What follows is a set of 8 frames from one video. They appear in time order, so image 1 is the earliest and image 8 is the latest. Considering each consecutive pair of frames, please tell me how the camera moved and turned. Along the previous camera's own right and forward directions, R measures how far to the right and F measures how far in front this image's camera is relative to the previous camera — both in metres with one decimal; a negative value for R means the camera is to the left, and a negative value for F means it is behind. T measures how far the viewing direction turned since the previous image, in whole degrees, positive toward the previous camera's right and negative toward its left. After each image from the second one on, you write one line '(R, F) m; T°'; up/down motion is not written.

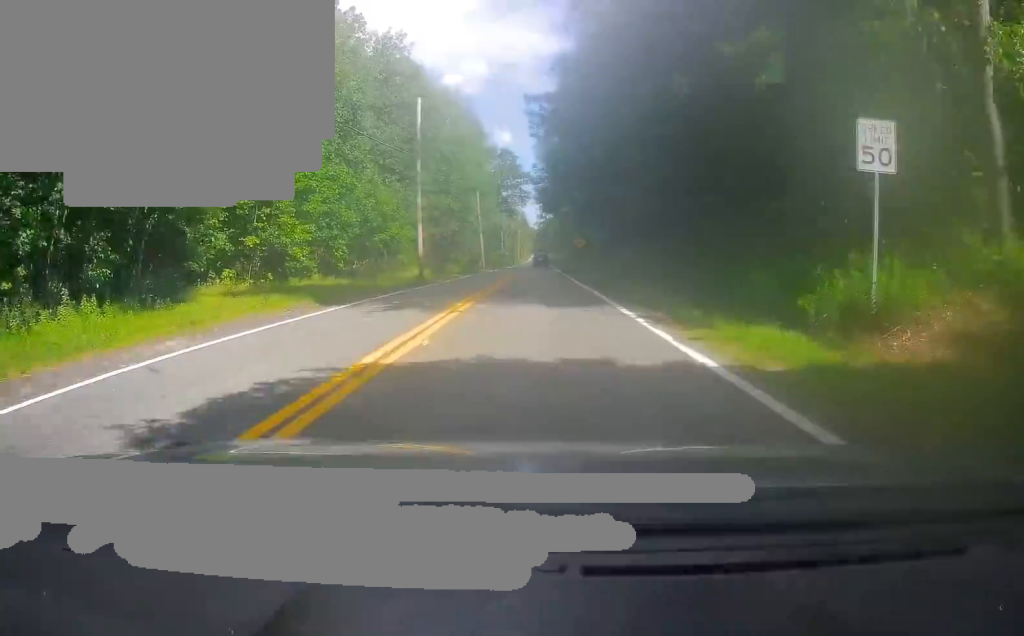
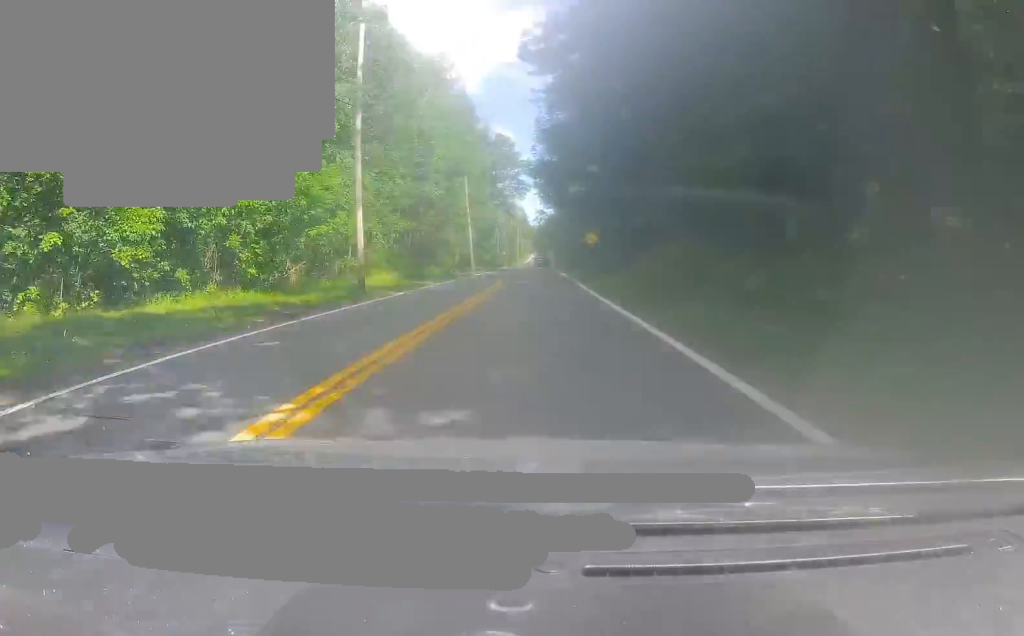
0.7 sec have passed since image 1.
(0.0, +12.3) m; +1°
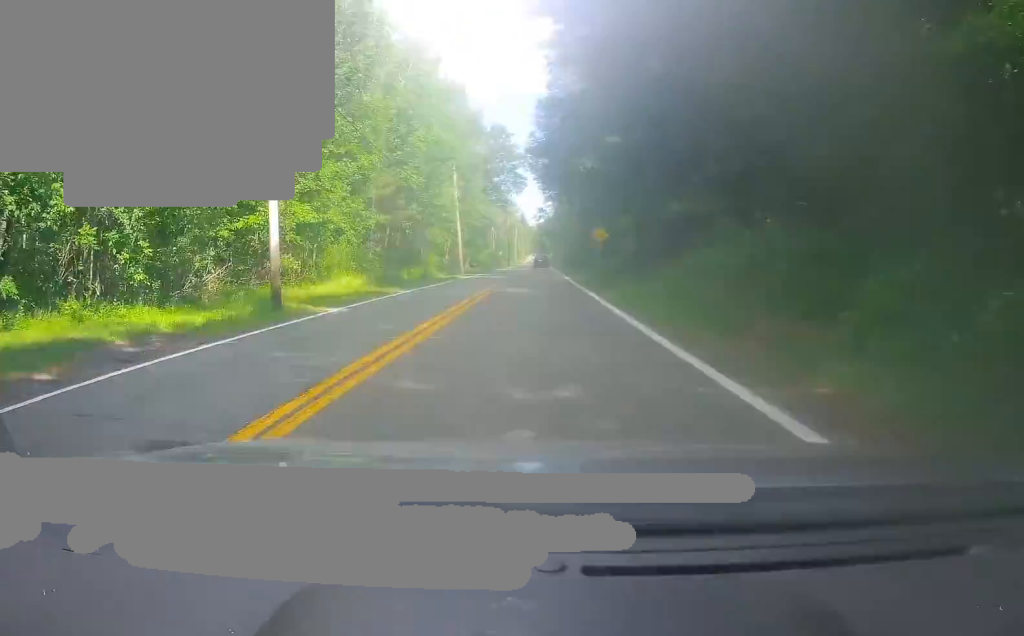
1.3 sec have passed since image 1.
(0.0, +8.9) m; +1°
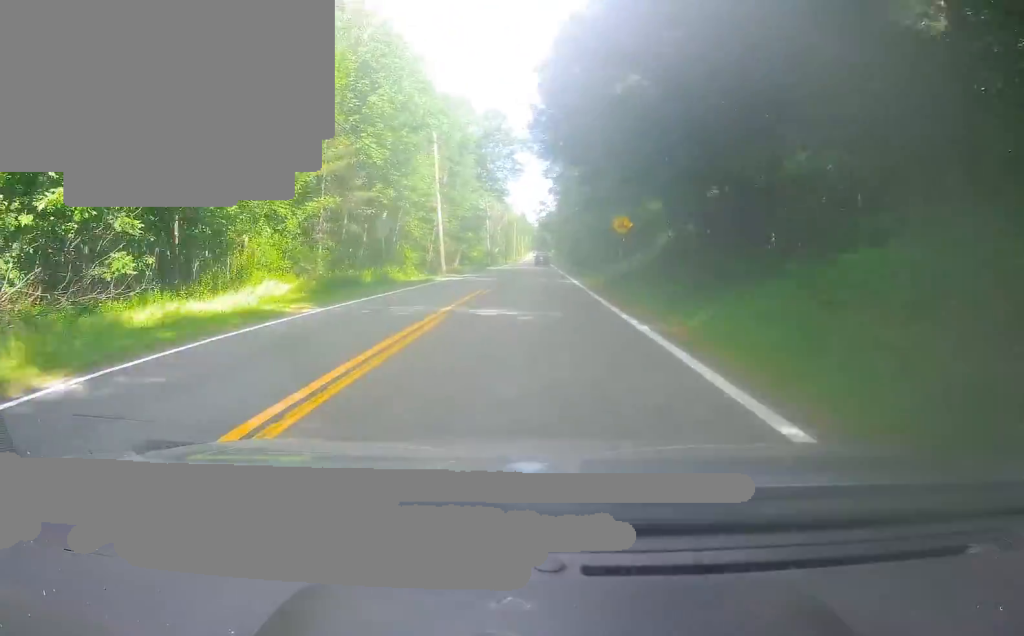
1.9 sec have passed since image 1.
(+0.2, +10.4) m; +1°
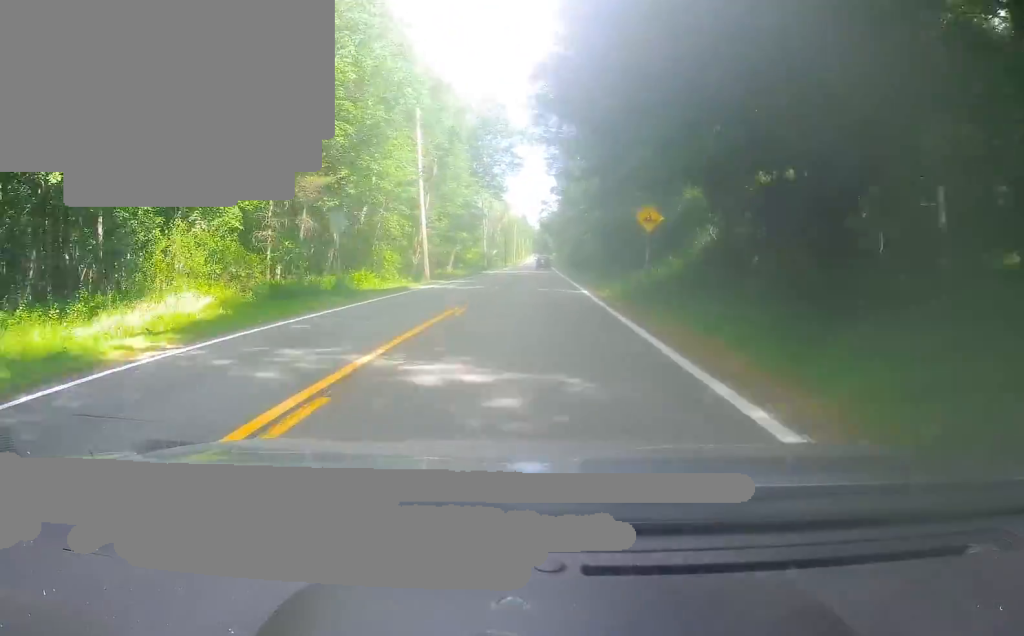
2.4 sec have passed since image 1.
(0.0, +7.3) m; 0°
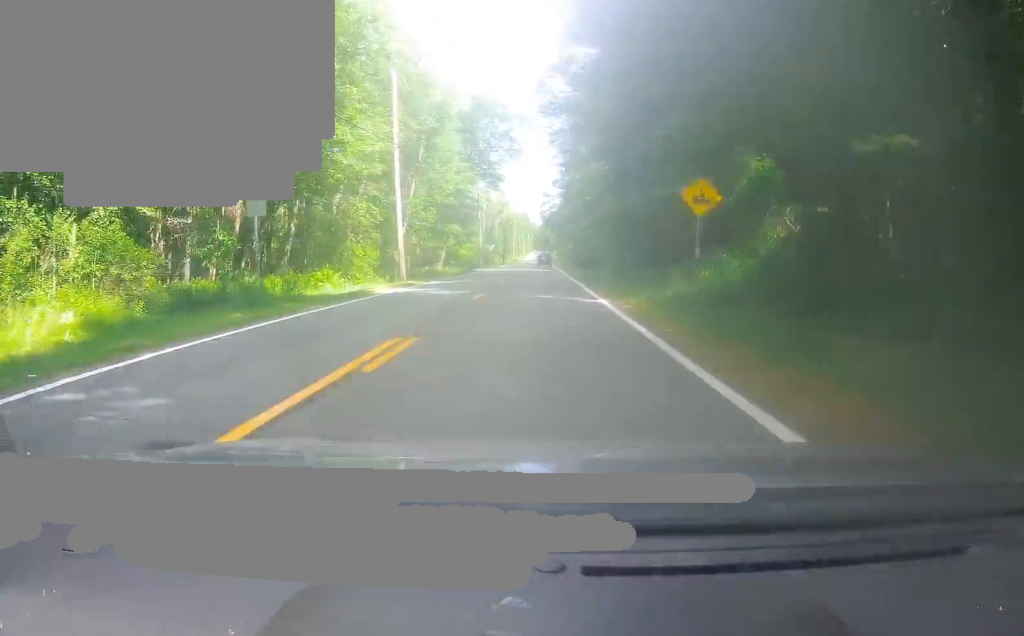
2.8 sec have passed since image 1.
(0.0, +6.6) m; 0°
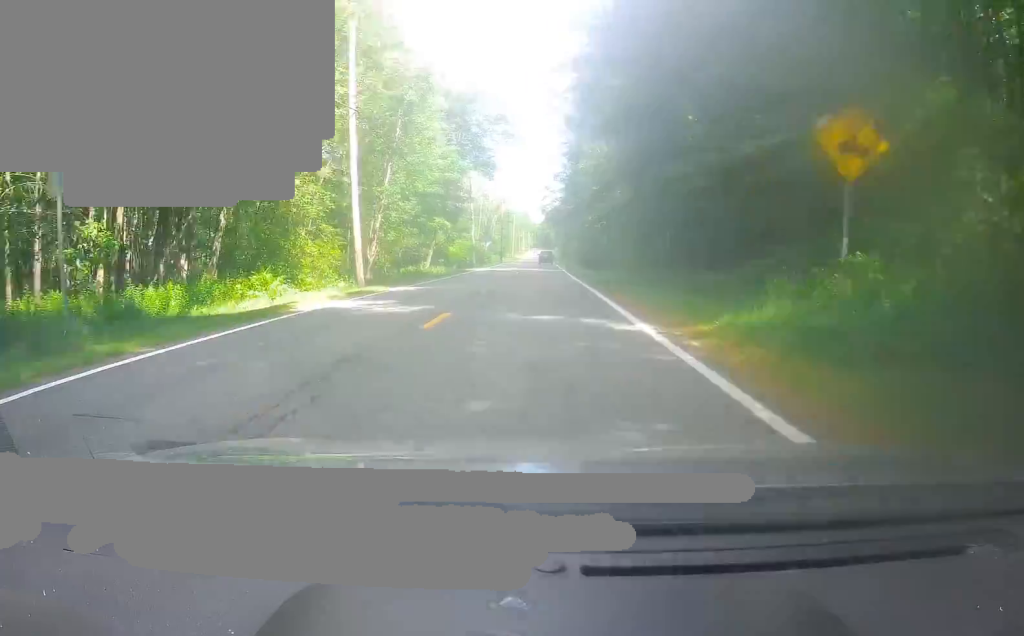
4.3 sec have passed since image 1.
(-0.1, +22.3) m; 0°
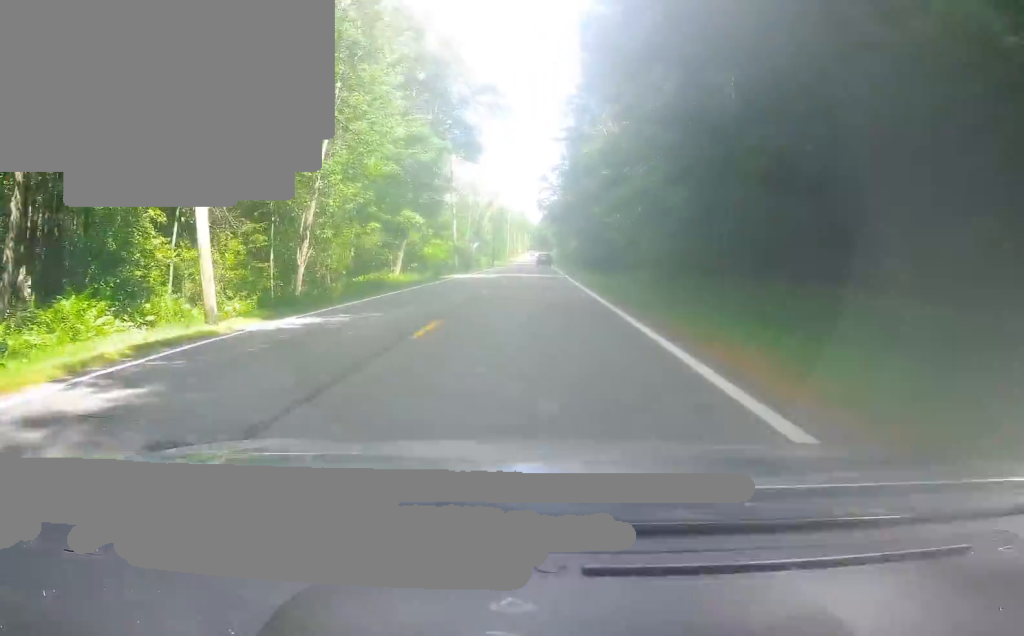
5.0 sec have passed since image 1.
(0.0, +10.7) m; 0°
